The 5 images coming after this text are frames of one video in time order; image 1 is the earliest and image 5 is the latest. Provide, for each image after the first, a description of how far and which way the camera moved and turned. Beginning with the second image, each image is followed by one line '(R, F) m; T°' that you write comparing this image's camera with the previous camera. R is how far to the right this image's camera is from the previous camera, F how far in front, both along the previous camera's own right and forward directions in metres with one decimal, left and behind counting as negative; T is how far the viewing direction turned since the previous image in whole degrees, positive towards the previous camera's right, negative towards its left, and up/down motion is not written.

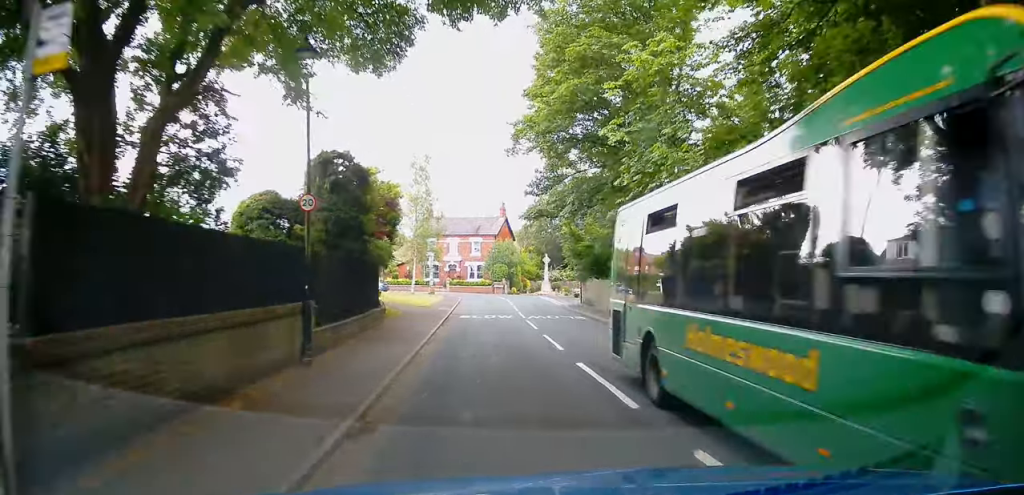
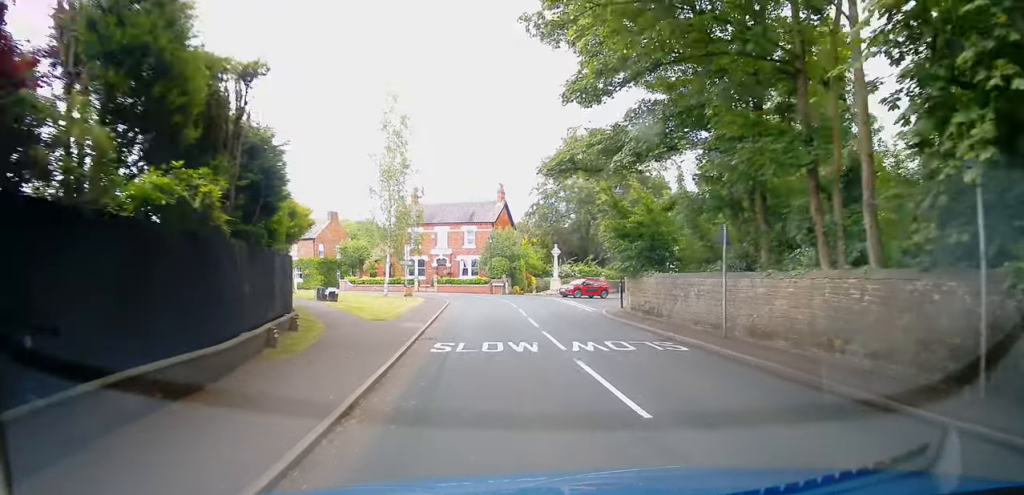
(-0.7, +12.8) m; -2°
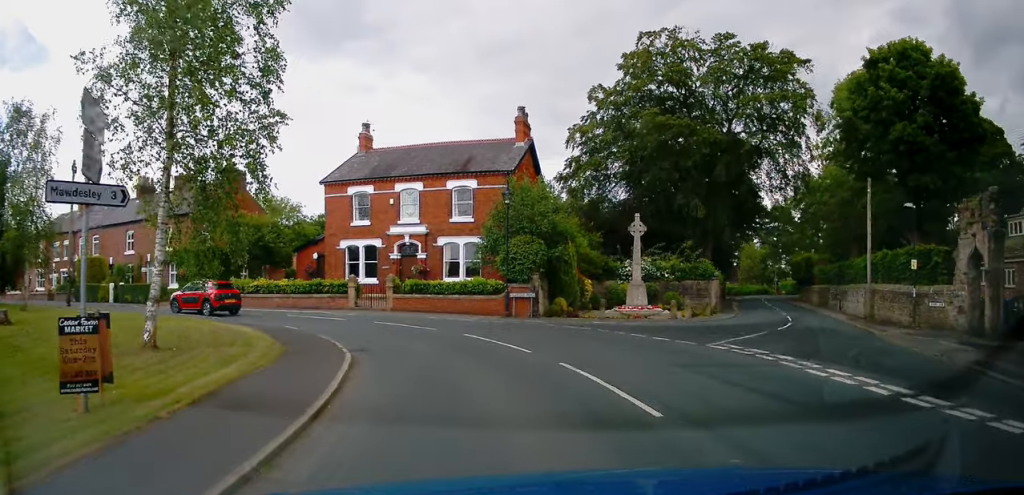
(0.0, +30.0) m; -1°
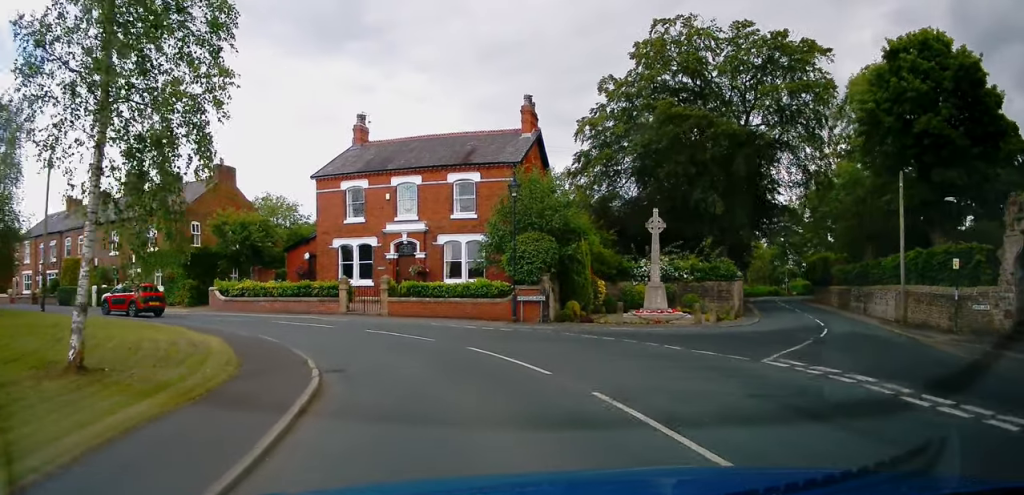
(0.0, +2.9) m; 0°
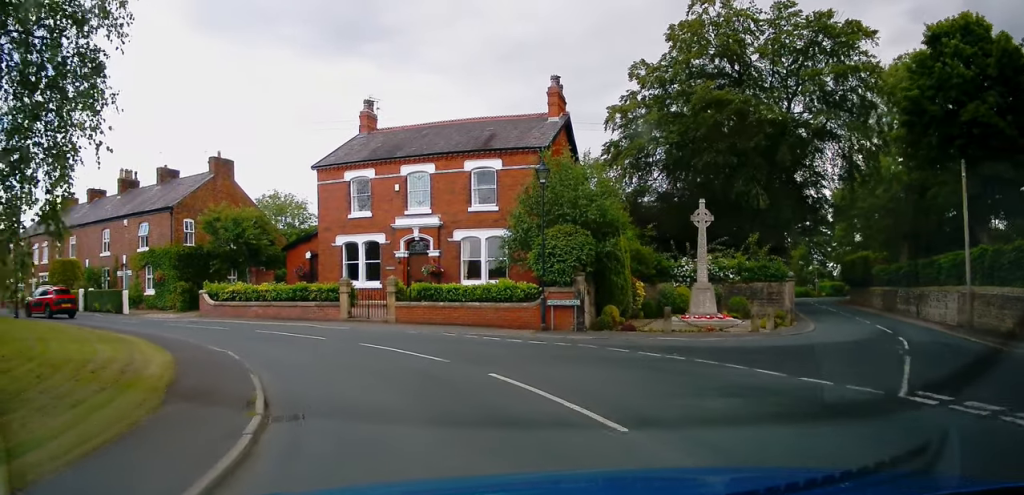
(+0.3, +3.6) m; 0°
